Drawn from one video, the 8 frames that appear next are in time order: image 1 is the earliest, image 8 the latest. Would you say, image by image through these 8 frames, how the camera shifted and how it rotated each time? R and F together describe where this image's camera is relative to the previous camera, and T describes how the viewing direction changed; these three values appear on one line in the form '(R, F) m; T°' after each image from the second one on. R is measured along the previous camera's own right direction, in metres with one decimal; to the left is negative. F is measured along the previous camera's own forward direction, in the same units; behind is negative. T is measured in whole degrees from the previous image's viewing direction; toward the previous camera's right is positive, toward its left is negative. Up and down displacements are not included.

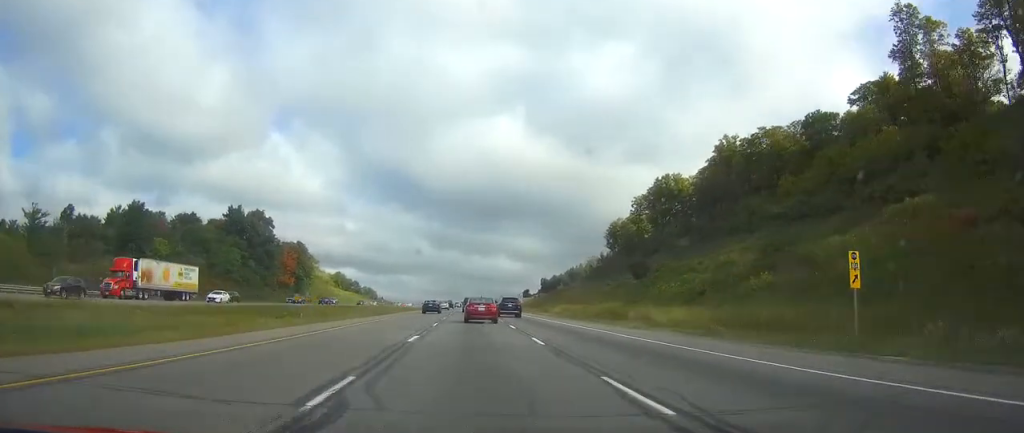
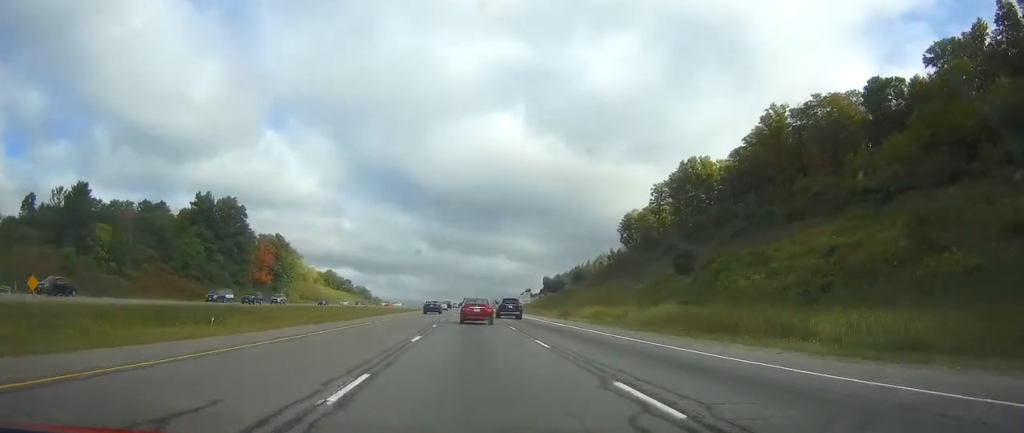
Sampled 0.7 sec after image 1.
(0.0, +24.2) m; 0°
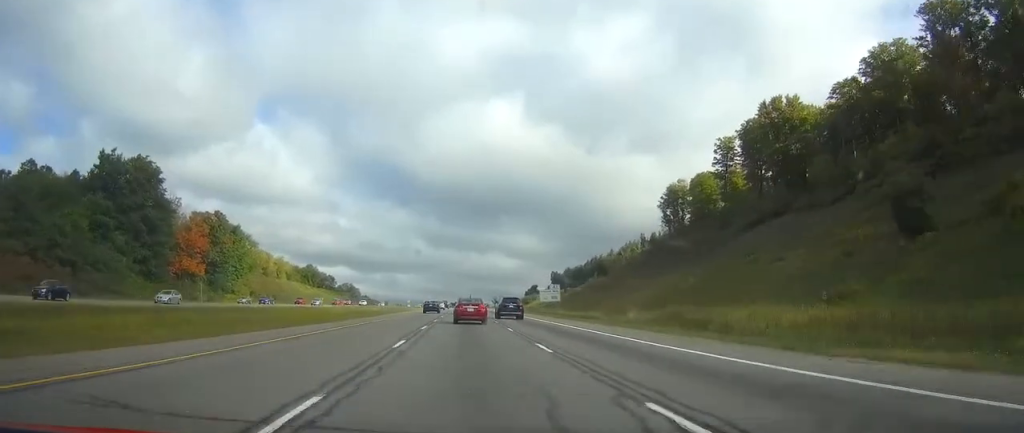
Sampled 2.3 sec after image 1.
(+0.1, +50.6) m; 0°
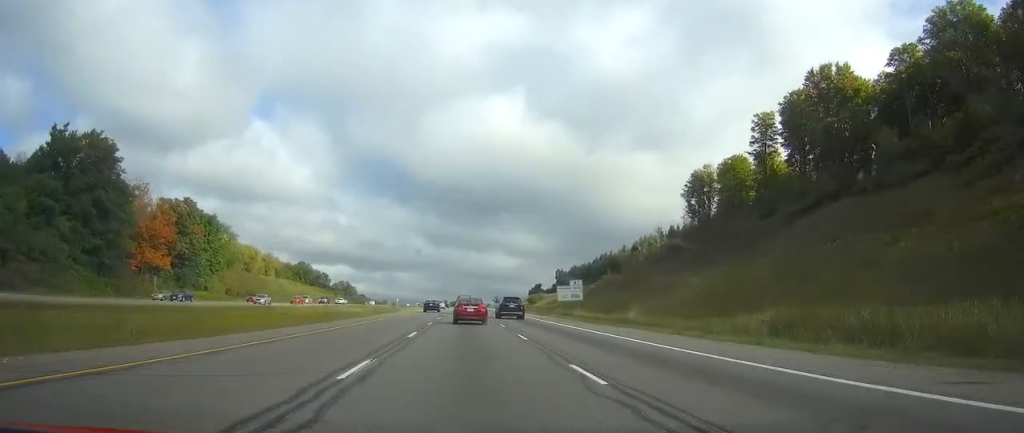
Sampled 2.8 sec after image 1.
(-0.1, +18.6) m; 0°
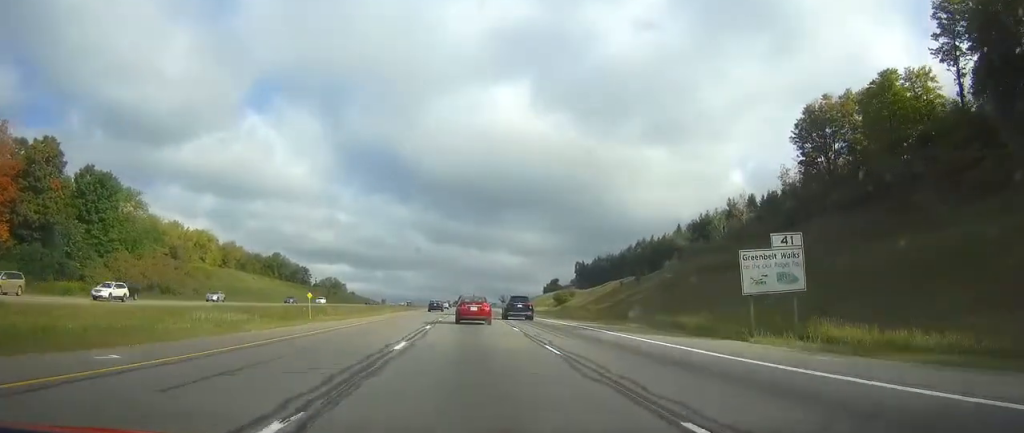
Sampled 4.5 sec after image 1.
(-0.2, +54.6) m; 0°
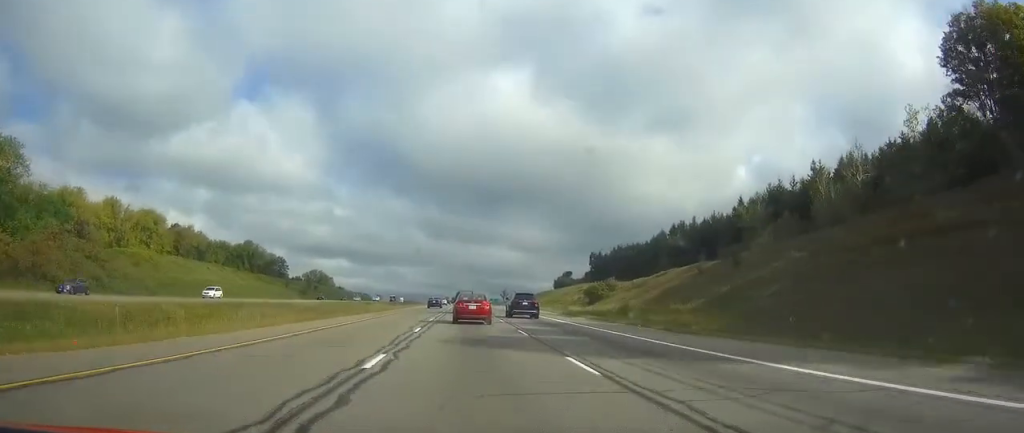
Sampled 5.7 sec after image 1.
(0.0, +40.2) m; 0°
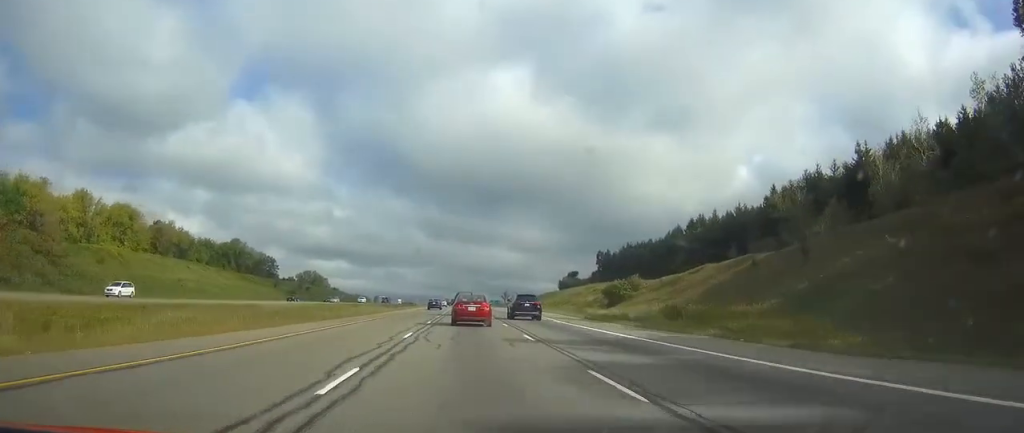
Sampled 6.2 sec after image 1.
(0.0, +15.2) m; 0°
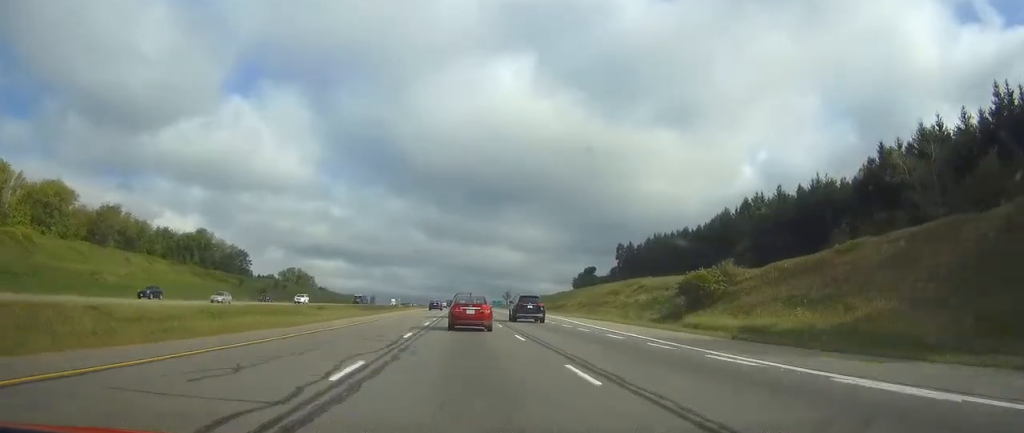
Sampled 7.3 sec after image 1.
(0.0, +35.1) m; 0°
